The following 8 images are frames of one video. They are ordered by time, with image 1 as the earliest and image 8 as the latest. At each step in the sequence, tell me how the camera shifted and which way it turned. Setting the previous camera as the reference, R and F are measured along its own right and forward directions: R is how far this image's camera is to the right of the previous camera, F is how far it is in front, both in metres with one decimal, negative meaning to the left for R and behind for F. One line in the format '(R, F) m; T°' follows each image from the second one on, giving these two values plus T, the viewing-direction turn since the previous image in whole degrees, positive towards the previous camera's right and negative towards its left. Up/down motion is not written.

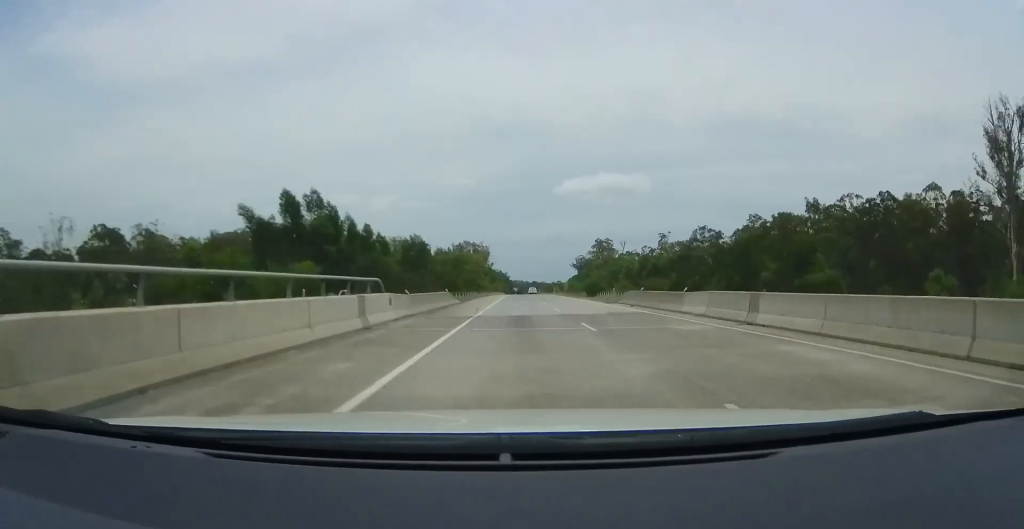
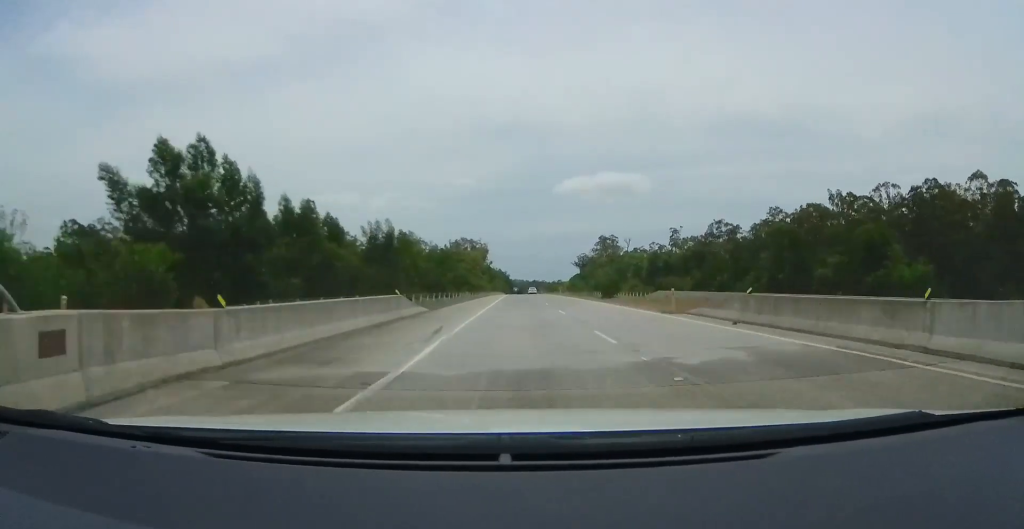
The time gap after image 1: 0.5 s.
(0.0, +15.4) m; 0°
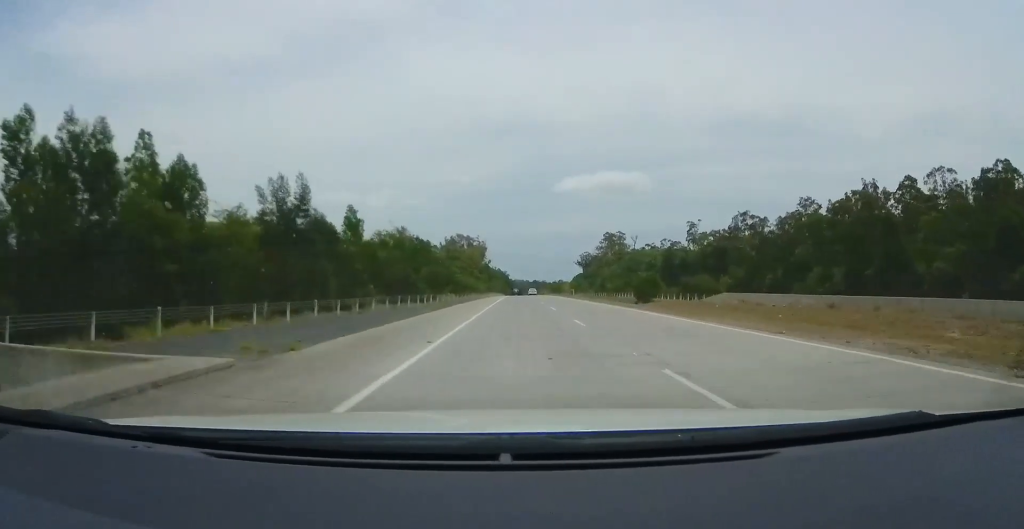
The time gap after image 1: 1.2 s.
(0.0, +19.0) m; 0°
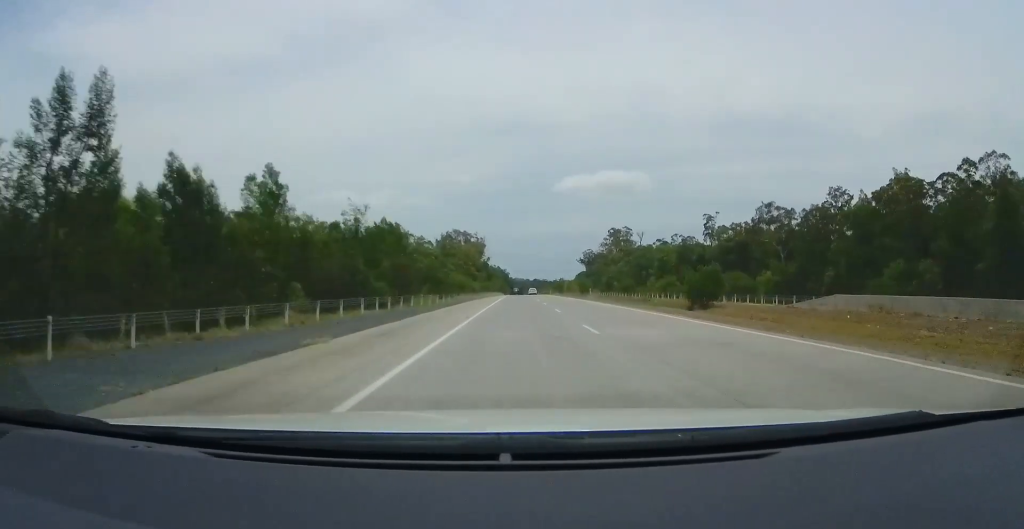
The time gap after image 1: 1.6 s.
(+0.1, +14.3) m; 0°
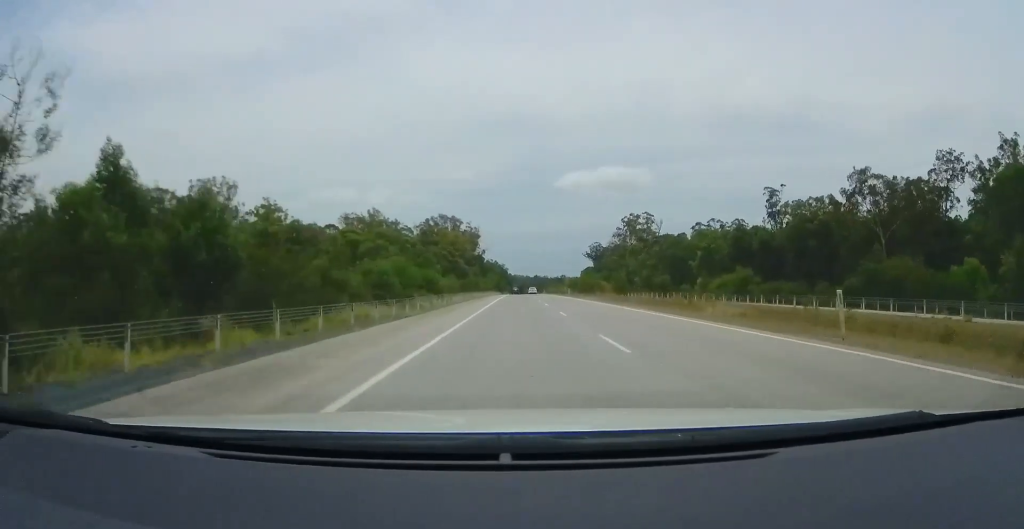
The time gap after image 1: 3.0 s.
(-0.2, +40.4) m; 0°
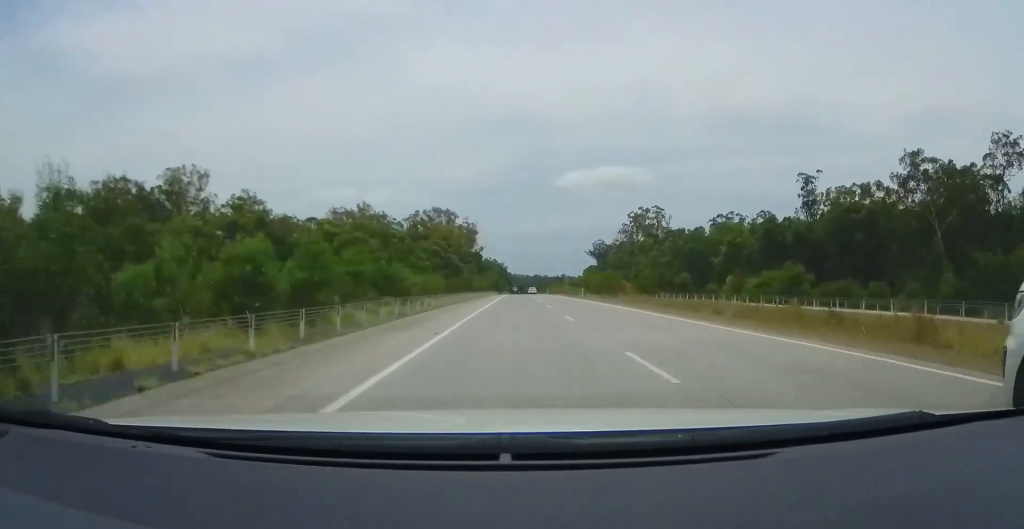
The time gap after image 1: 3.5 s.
(+0.1, +14.4) m; 0°
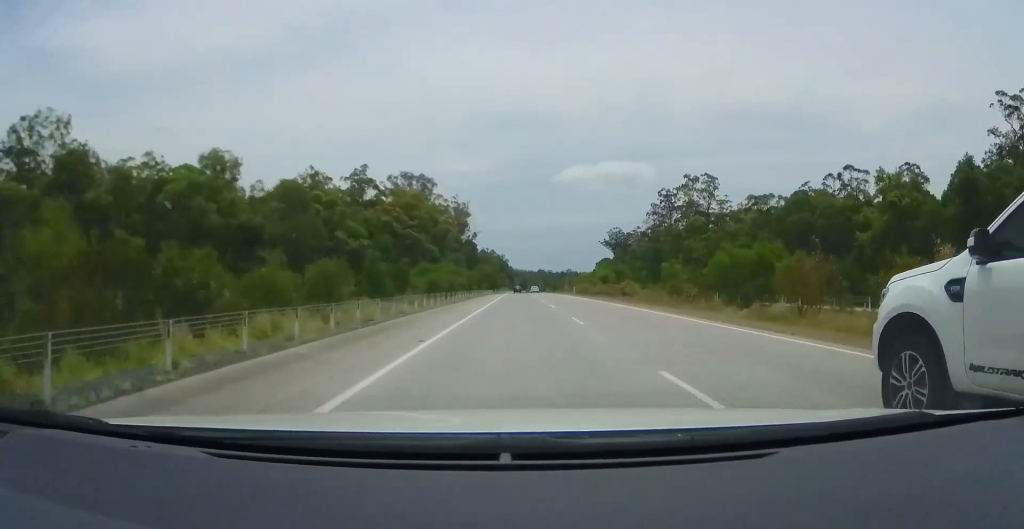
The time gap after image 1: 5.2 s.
(-0.1, +50.3) m; 0°
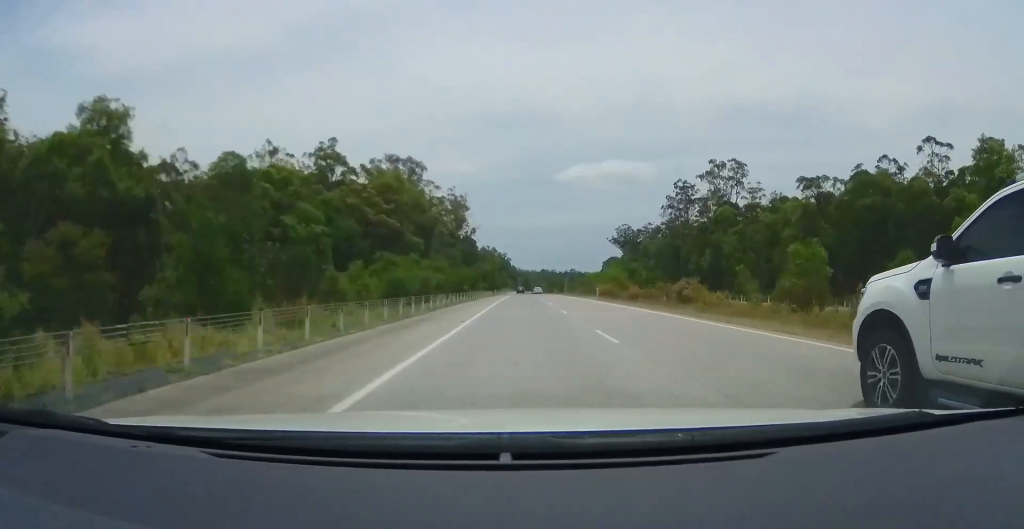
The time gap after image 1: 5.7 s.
(+0.2, +16.9) m; 0°
